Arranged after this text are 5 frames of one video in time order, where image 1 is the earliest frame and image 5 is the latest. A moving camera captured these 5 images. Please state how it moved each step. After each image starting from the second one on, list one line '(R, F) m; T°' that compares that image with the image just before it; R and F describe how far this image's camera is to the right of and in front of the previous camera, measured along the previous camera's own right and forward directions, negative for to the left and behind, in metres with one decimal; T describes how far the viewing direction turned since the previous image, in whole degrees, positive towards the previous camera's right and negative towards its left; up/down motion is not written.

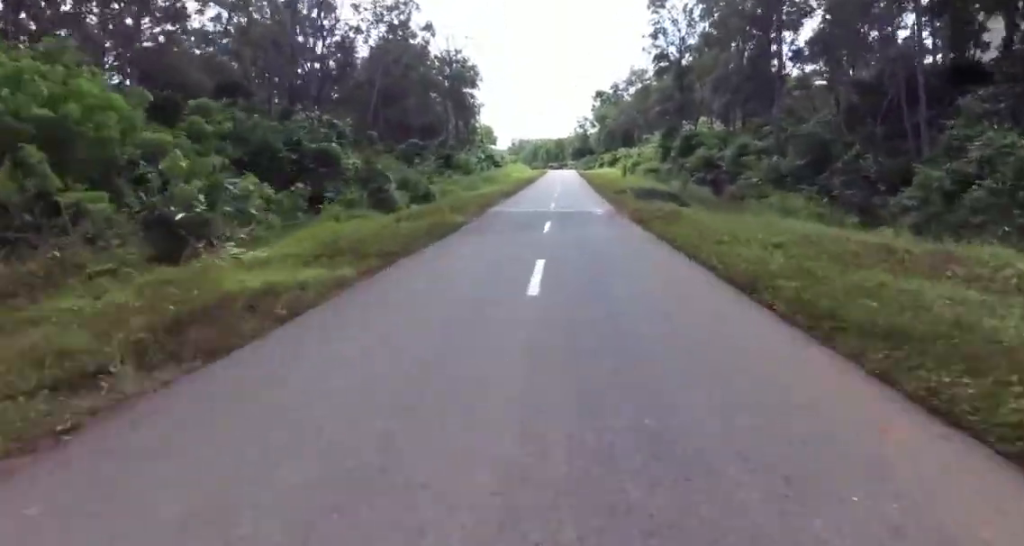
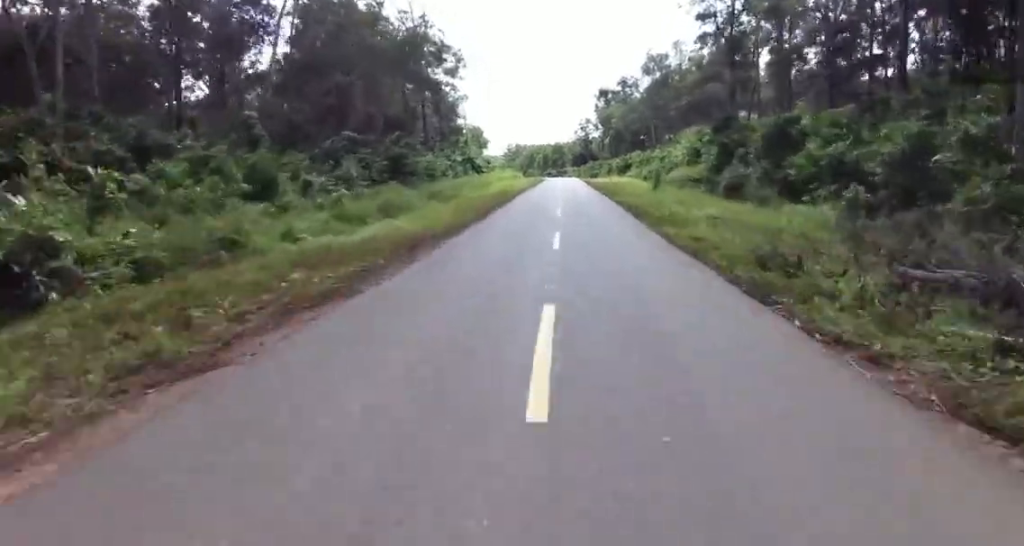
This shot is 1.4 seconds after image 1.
(-0.5, +29.7) m; +2°
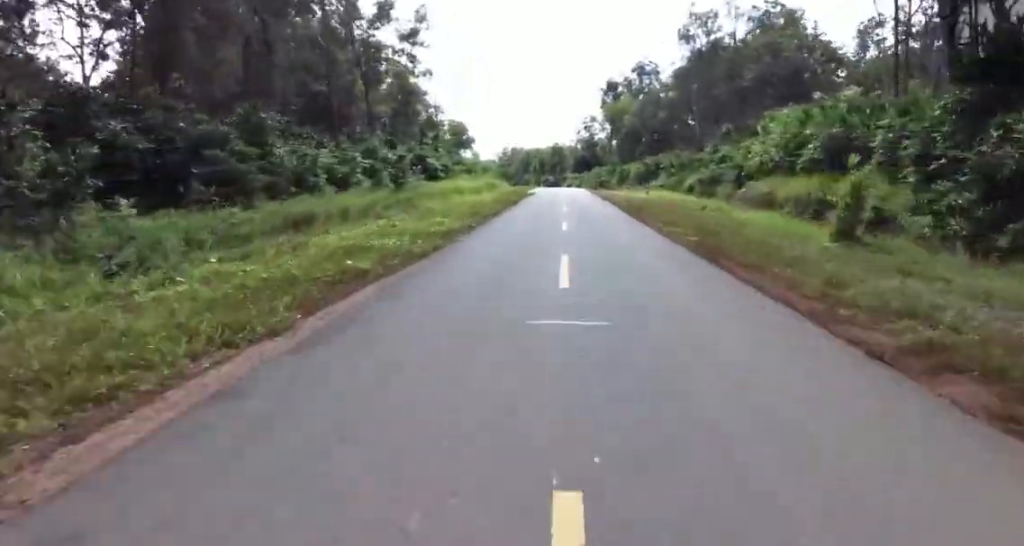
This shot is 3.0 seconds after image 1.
(+1.2, +36.6) m; 0°
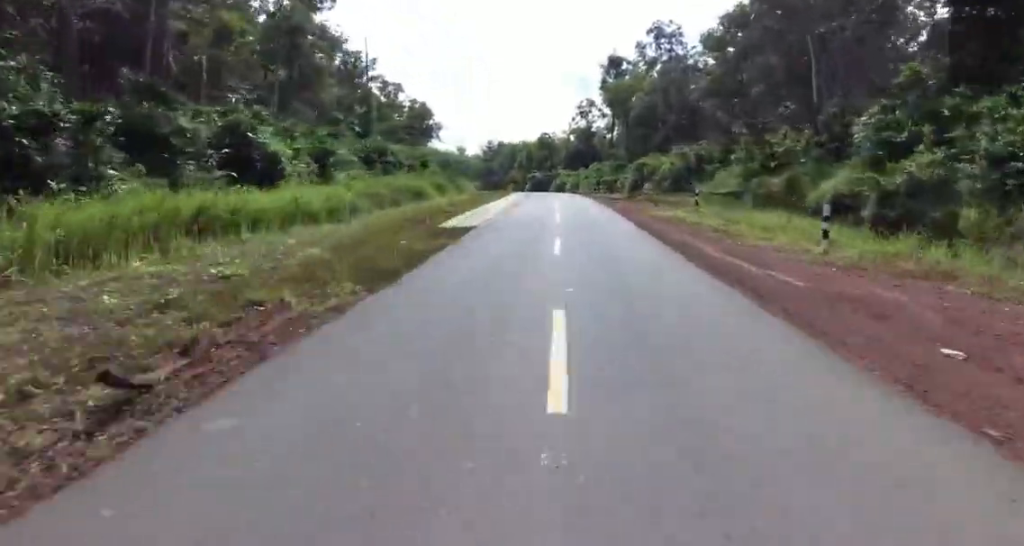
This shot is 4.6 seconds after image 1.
(-1.2, +37.3) m; -1°
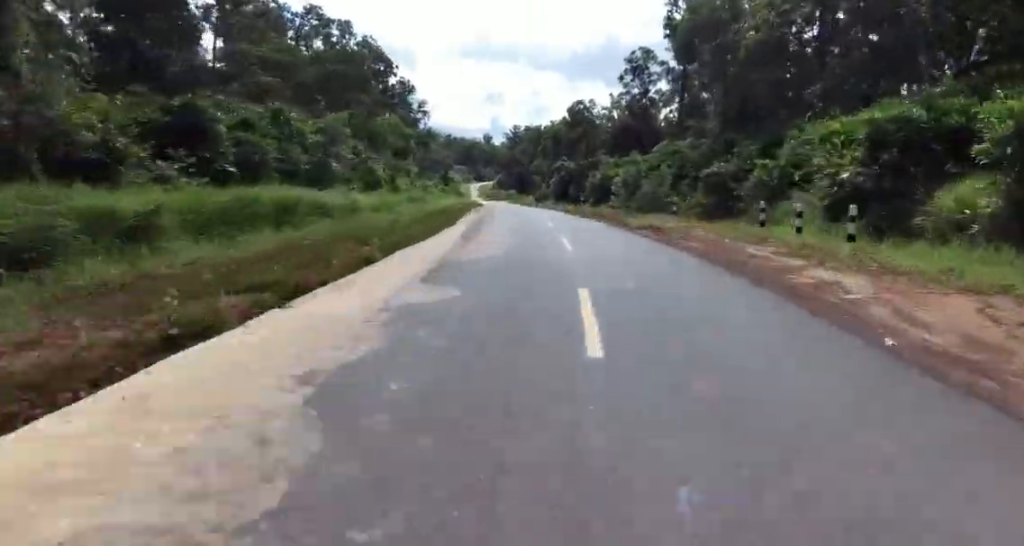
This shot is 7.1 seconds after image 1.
(-0.3, +57.9) m; -6°
